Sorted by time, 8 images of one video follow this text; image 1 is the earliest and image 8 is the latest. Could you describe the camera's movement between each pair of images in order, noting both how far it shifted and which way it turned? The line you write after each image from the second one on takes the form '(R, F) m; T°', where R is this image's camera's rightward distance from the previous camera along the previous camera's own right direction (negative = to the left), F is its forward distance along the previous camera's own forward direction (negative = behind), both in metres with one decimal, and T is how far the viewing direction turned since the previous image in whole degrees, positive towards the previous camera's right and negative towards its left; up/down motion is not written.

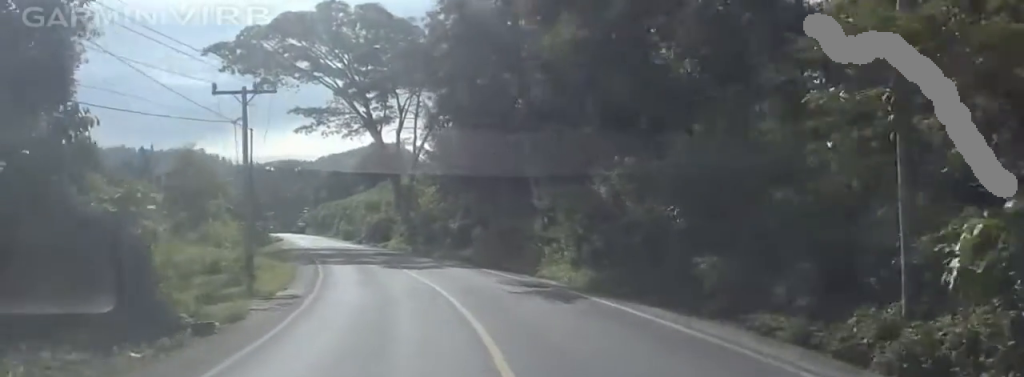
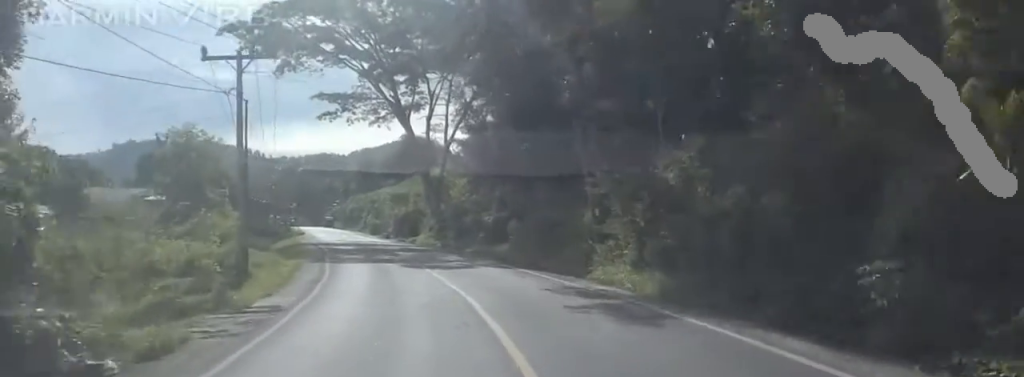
(-0.1, +5.7) m; -1°
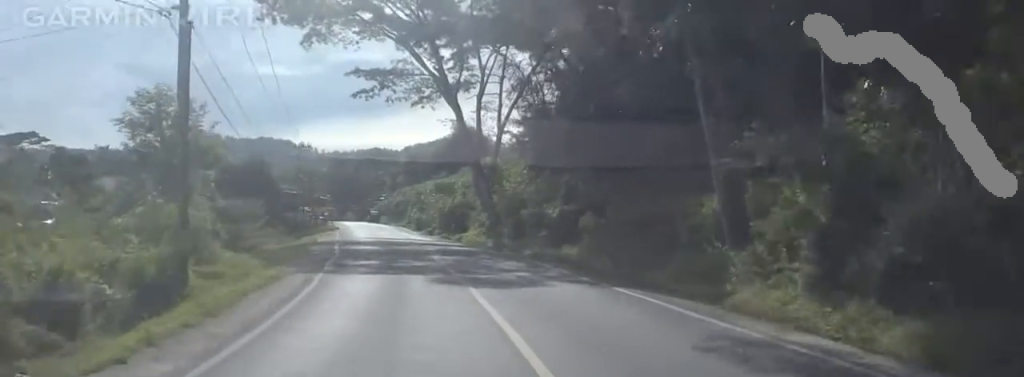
(-1.0, +10.3) m; +2°
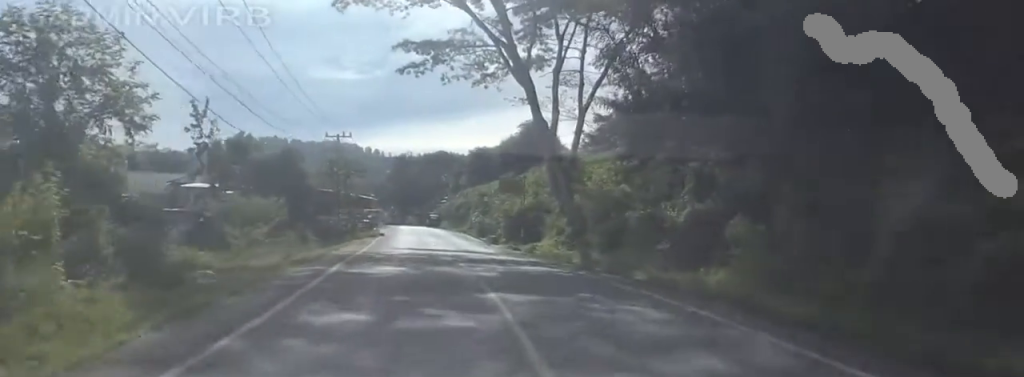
(+1.5, +13.0) m; -2°
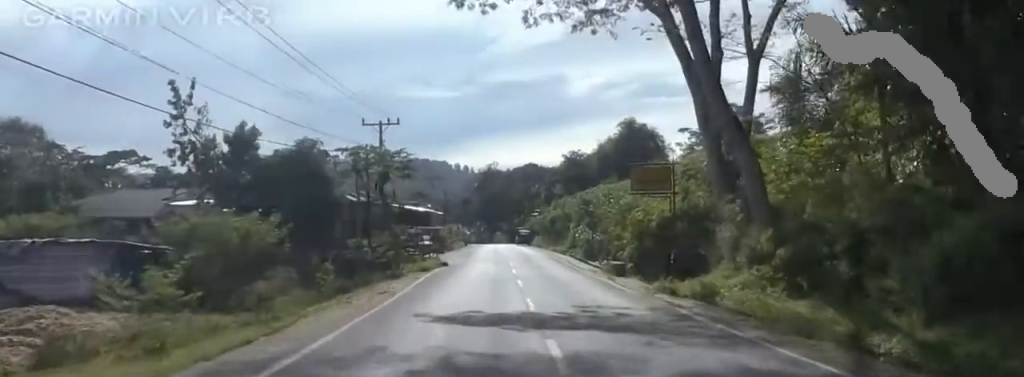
(-2.8, +21.0) m; -8°
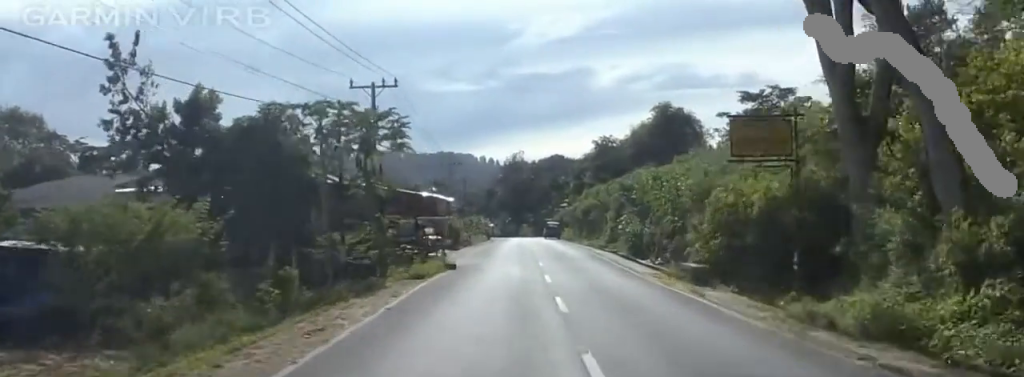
(+0.3, +10.2) m; +2°
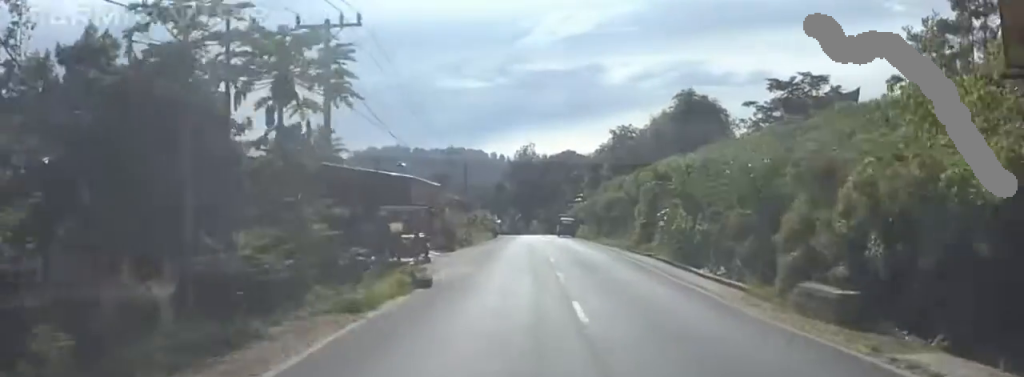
(0.0, +10.2) m; 0°
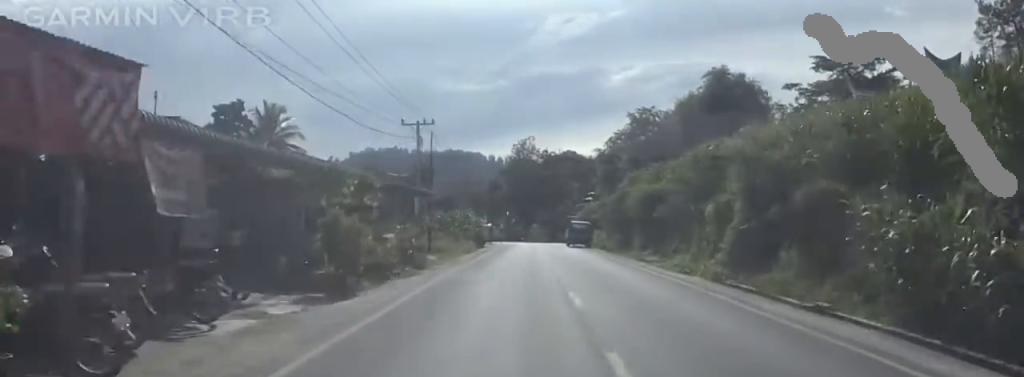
(-1.1, +21.8) m; -8°
